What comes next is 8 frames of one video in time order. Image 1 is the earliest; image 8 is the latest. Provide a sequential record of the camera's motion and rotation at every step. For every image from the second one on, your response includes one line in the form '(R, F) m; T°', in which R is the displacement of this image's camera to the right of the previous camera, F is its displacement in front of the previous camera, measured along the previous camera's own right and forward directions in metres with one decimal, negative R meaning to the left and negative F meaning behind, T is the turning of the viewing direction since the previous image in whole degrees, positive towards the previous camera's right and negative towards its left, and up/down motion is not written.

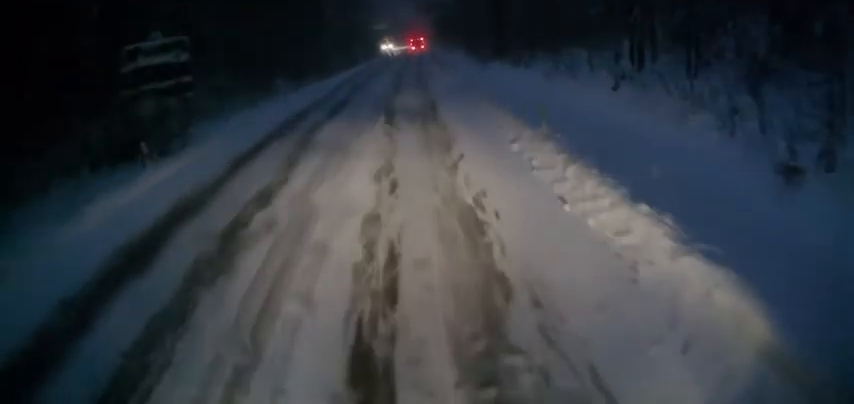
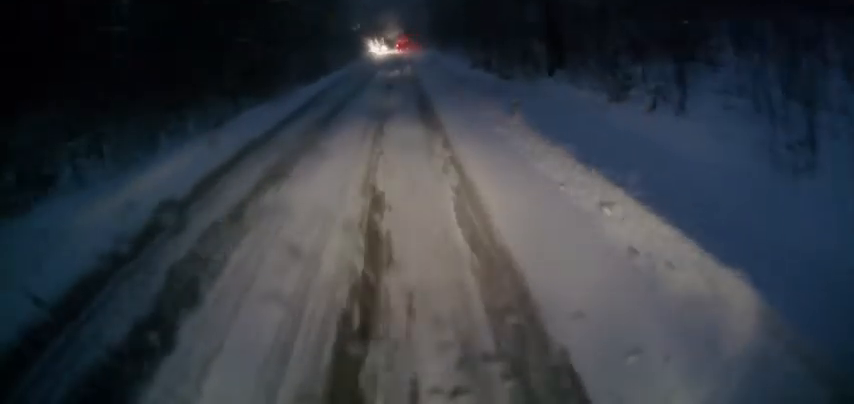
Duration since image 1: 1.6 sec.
(+1.4, +17.3) m; +7°
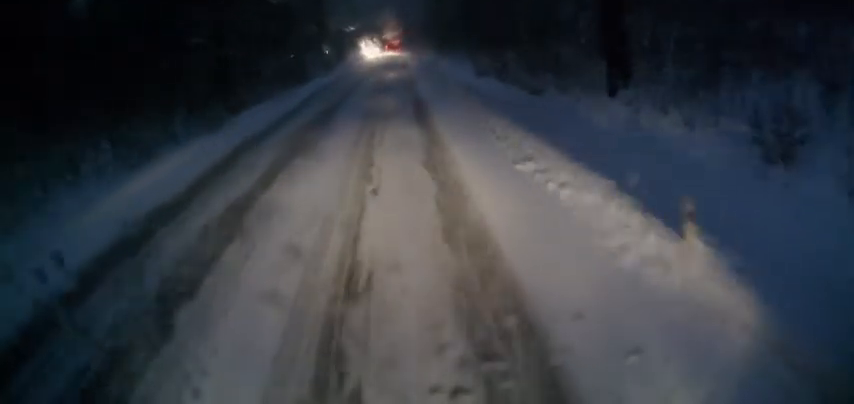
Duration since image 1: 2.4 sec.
(+0.3, +8.6) m; -1°
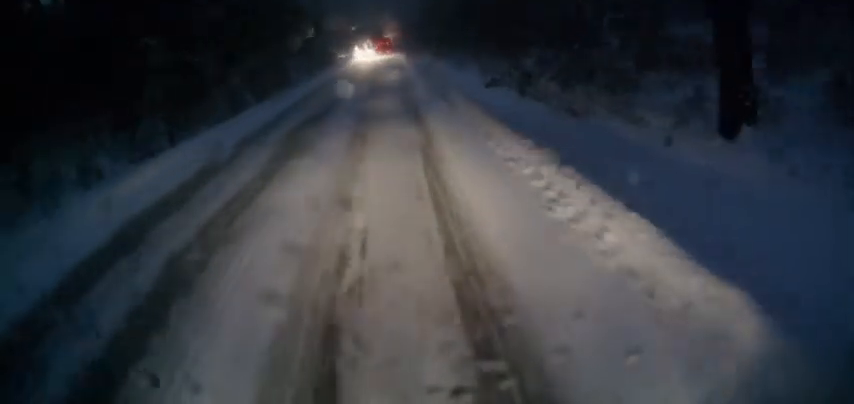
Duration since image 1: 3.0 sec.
(0.0, +7.3) m; -1°
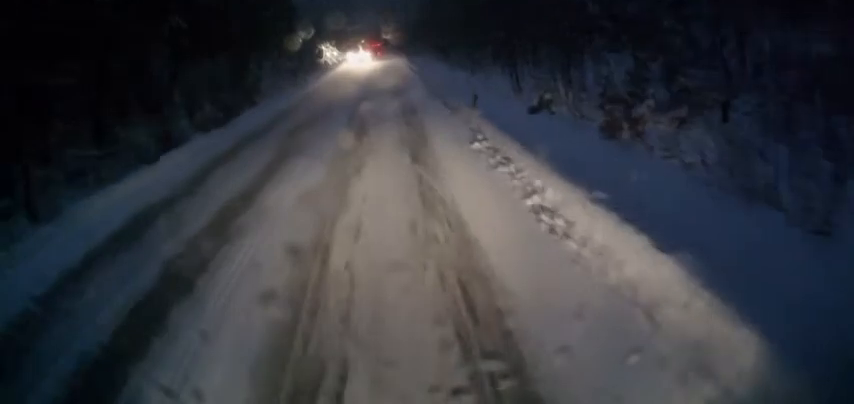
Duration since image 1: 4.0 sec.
(-0.4, +11.5) m; -4°
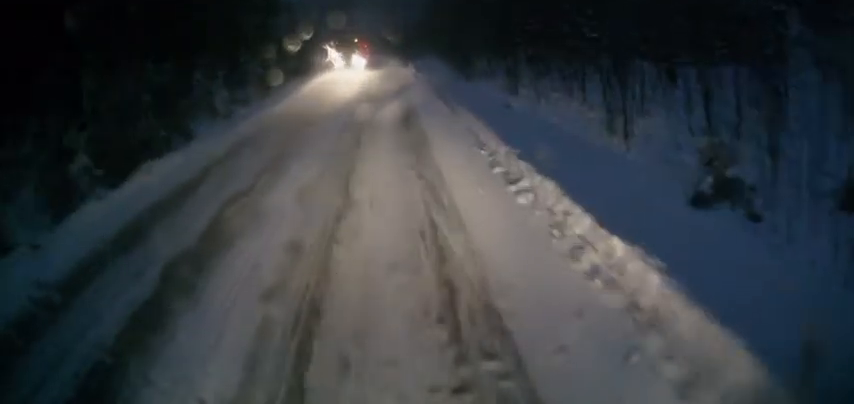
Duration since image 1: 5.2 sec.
(-1.3, +12.0) m; -16°
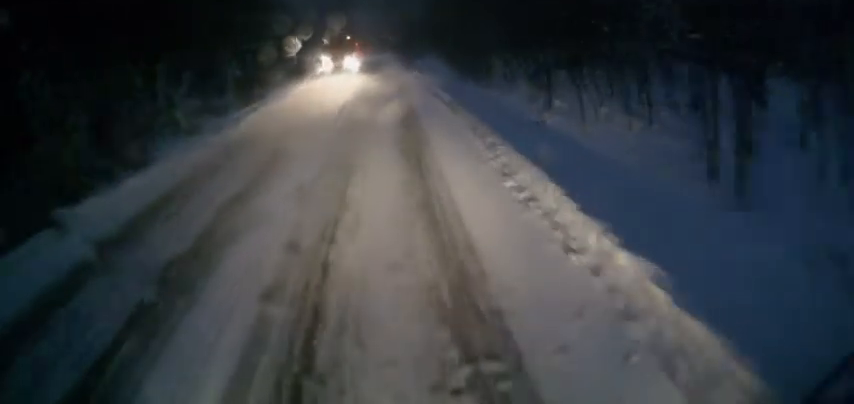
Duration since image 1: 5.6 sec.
(-1.6, +4.8) m; -4°
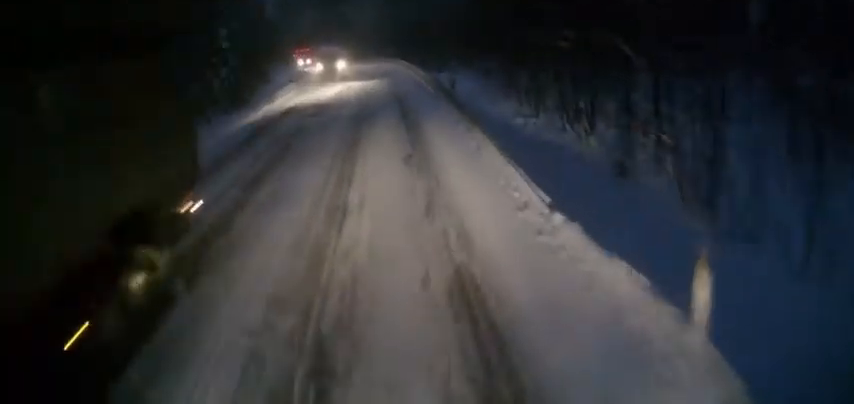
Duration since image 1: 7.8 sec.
(+7.2, +23.0) m; +25°
